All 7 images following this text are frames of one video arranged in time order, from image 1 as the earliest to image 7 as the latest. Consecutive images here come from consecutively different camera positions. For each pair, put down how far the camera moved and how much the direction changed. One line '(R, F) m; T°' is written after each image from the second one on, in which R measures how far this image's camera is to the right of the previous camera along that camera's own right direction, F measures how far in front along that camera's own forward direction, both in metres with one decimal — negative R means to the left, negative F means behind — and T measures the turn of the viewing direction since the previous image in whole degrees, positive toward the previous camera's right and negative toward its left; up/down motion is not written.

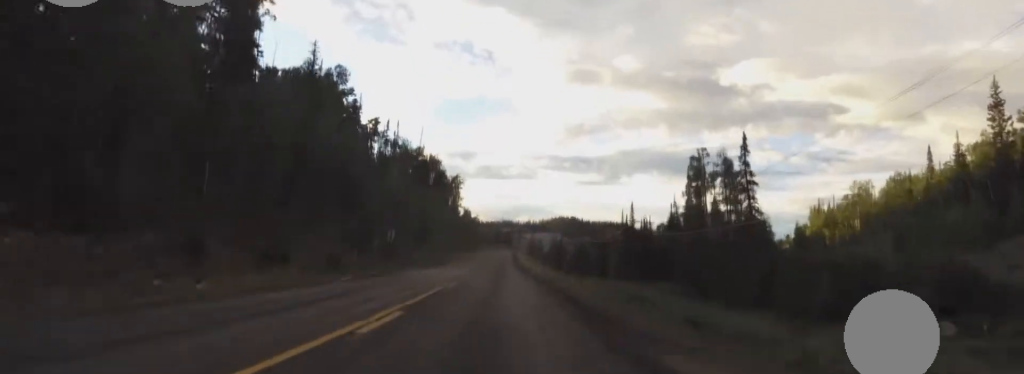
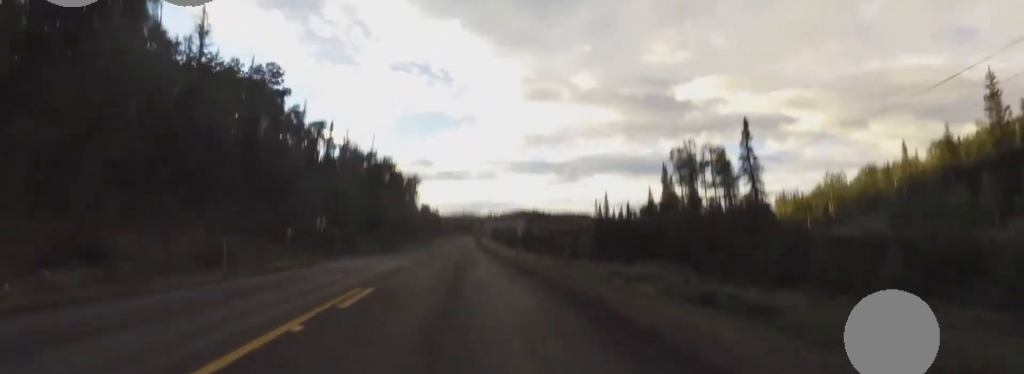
(-1.4, +12.1) m; -4°
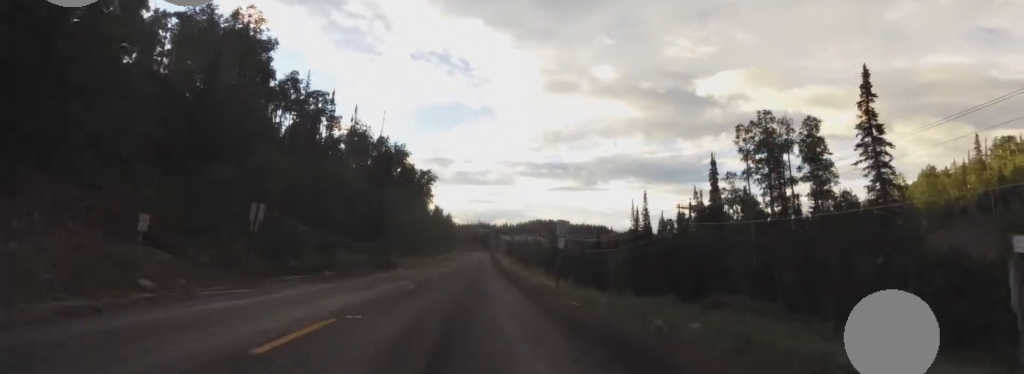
(+0.9, +15.9) m; +3°
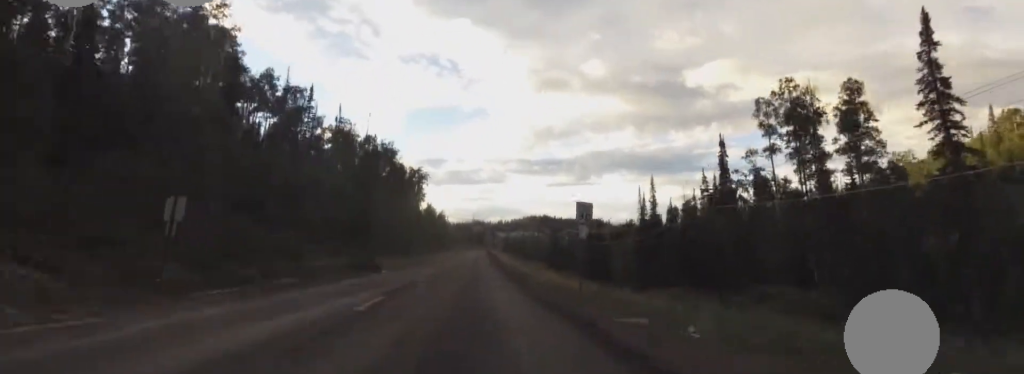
(-0.1, +7.4) m; 0°
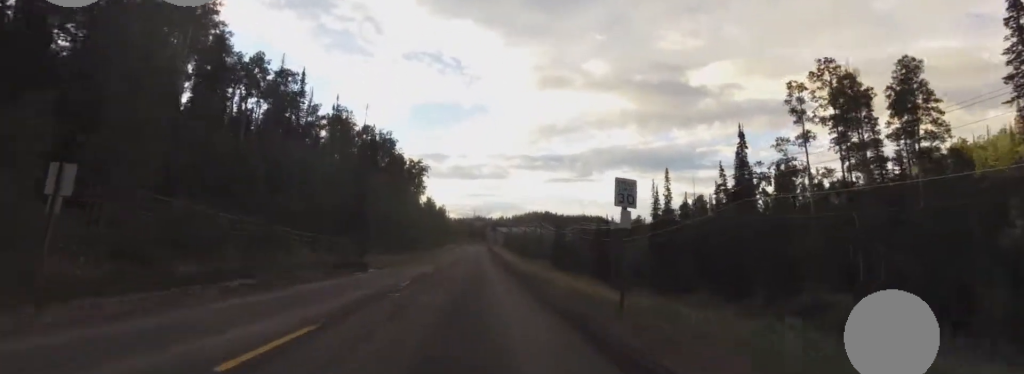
(0.0, +6.1) m; 0°
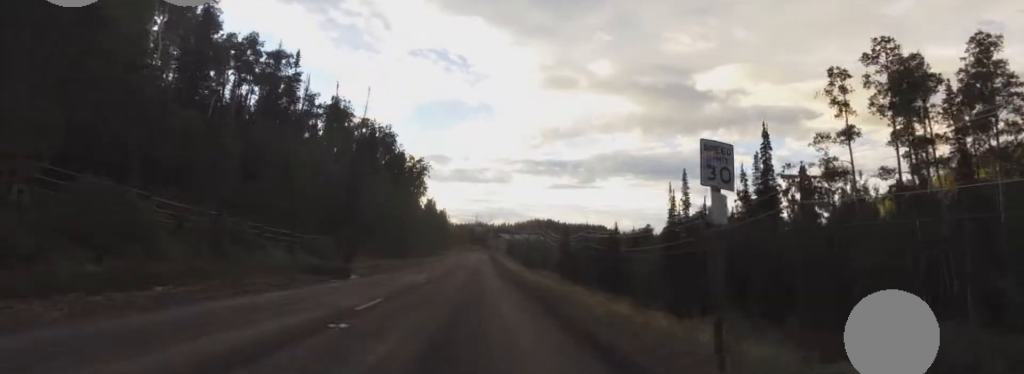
(+0.1, +6.1) m; 0°
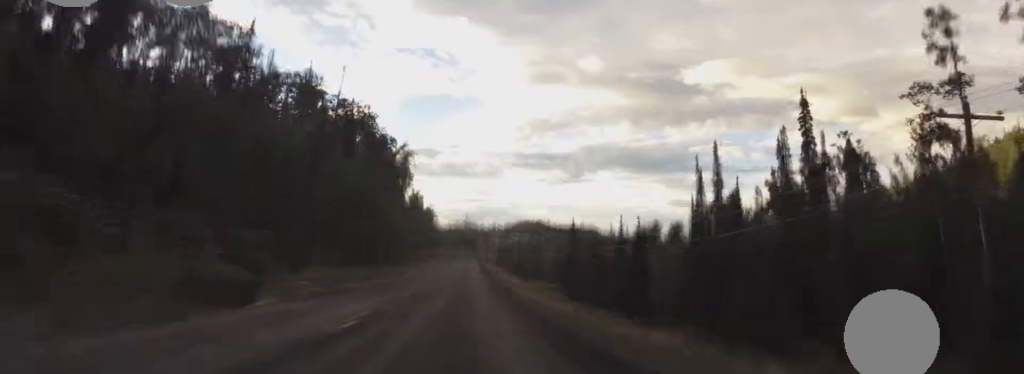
(-0.2, +13.2) m; 0°
